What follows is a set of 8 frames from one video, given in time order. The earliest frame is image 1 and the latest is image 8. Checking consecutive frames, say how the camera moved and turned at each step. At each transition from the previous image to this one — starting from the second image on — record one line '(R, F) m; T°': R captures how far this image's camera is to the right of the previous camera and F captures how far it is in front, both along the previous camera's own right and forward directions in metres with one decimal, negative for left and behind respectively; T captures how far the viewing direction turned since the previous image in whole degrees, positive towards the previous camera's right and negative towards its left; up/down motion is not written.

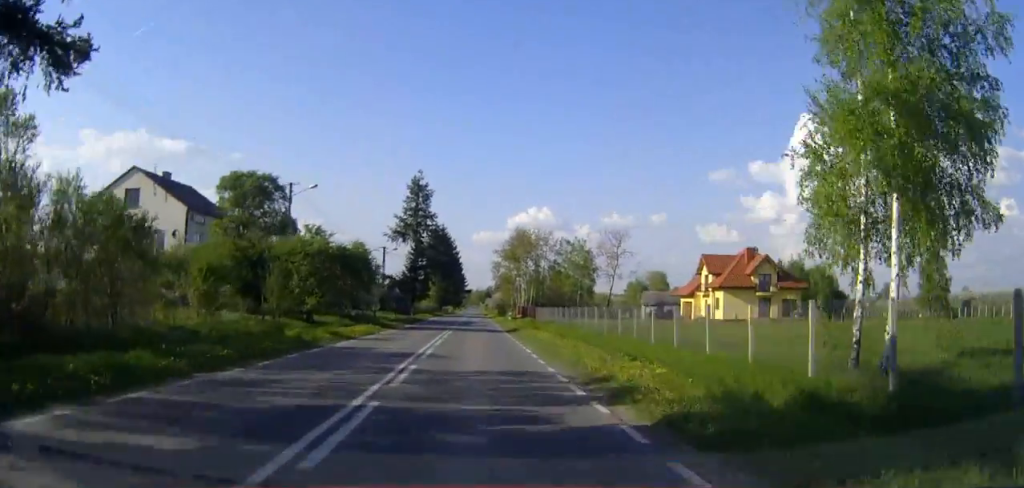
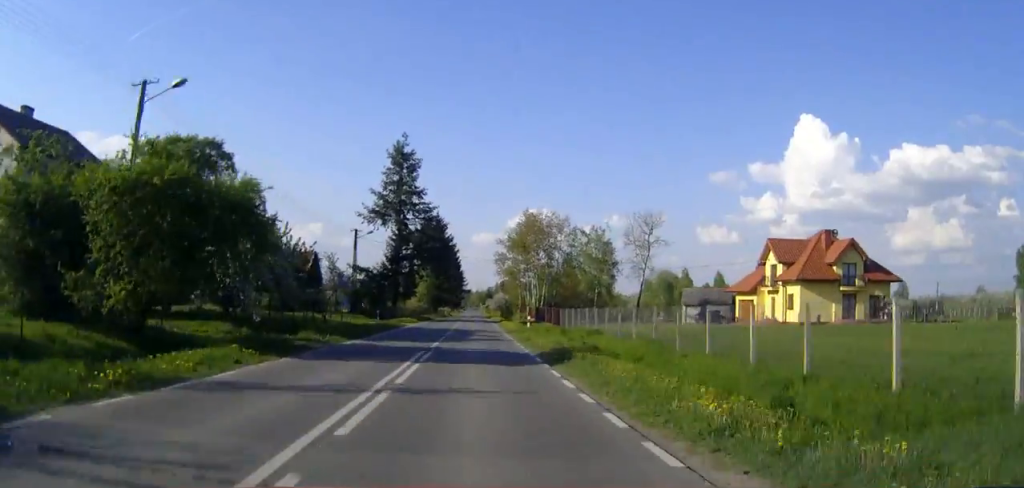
(0.0, +22.4) m; 0°
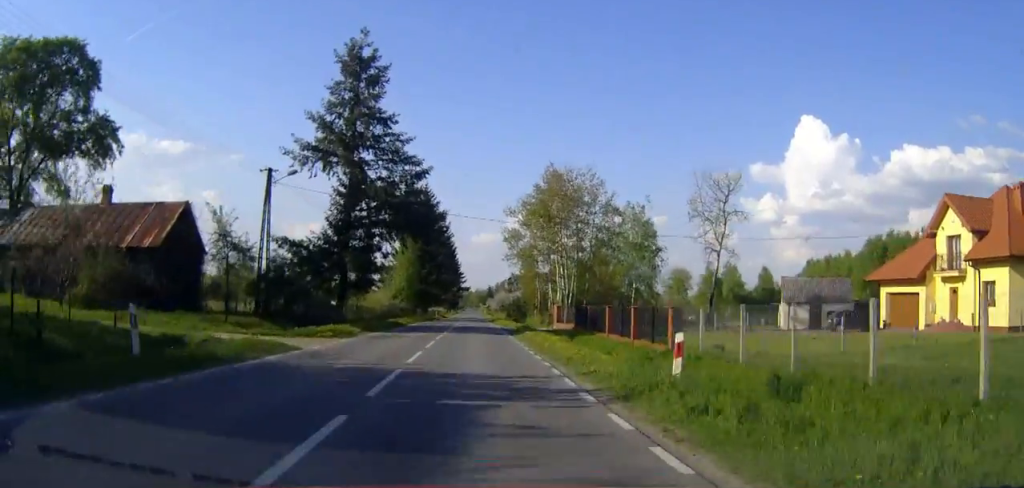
(+0.1, +31.5) m; 0°
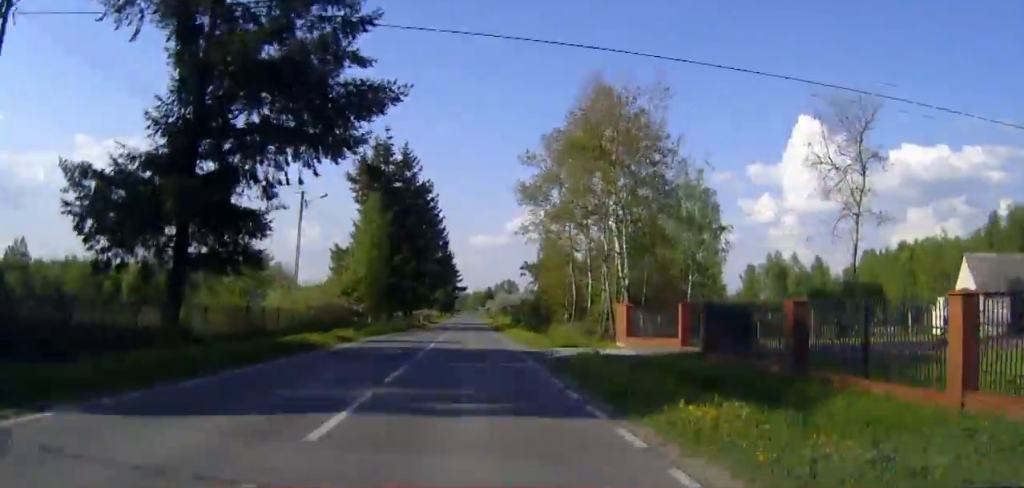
(-0.1, +27.3) m; 0°
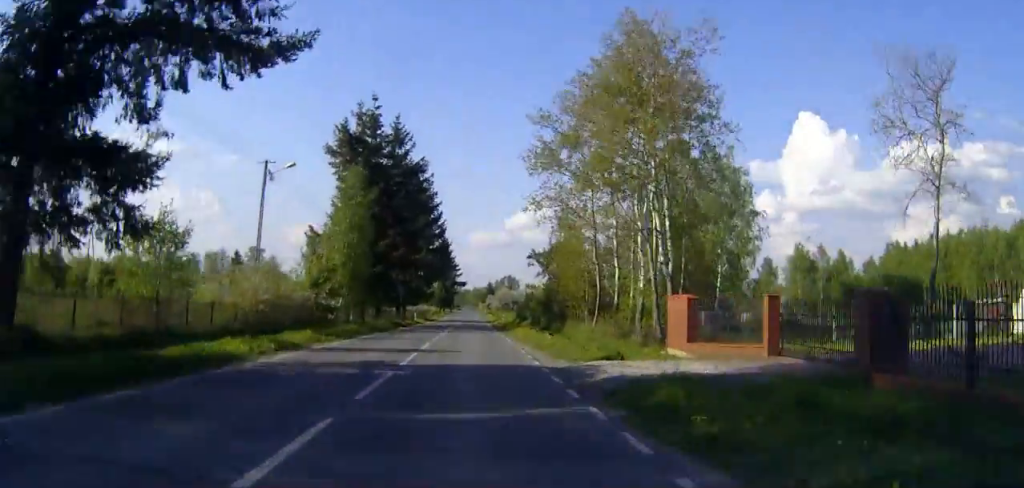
(0.0, +9.0) m; 0°
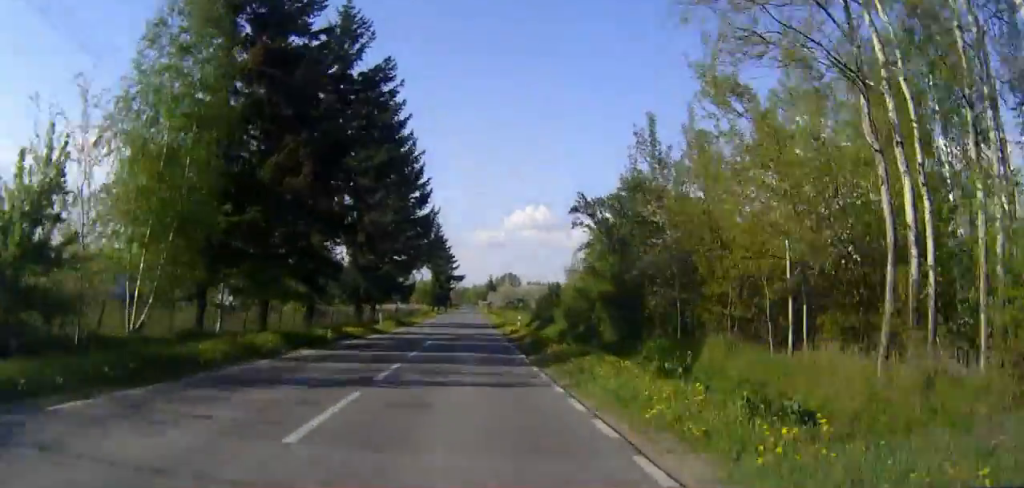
(0.0, +27.5) m; 0°
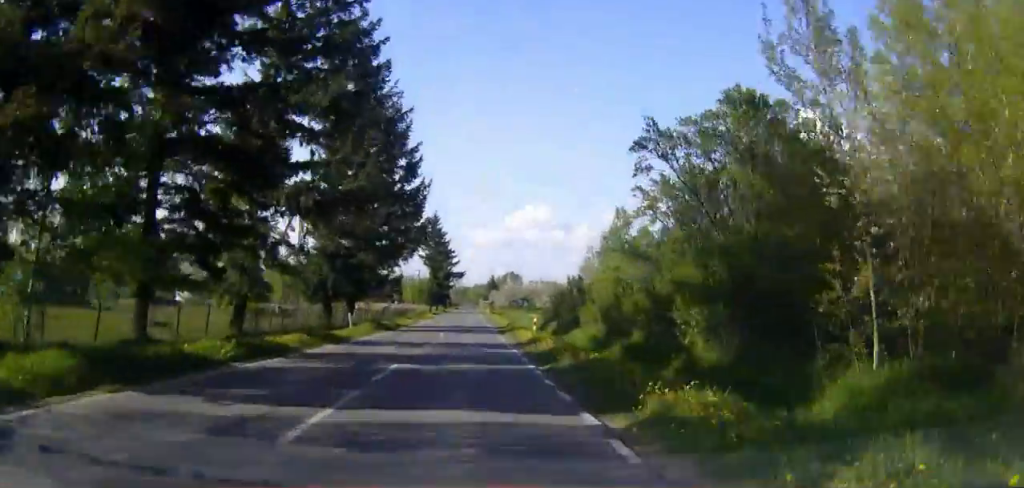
(-0.1, +12.2) m; 0°
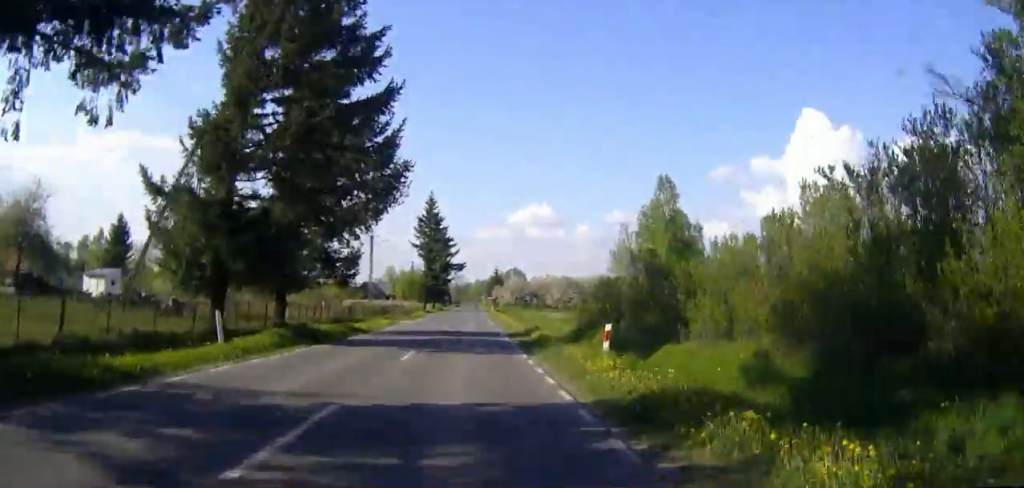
(+0.1, +19.2) m; 0°
